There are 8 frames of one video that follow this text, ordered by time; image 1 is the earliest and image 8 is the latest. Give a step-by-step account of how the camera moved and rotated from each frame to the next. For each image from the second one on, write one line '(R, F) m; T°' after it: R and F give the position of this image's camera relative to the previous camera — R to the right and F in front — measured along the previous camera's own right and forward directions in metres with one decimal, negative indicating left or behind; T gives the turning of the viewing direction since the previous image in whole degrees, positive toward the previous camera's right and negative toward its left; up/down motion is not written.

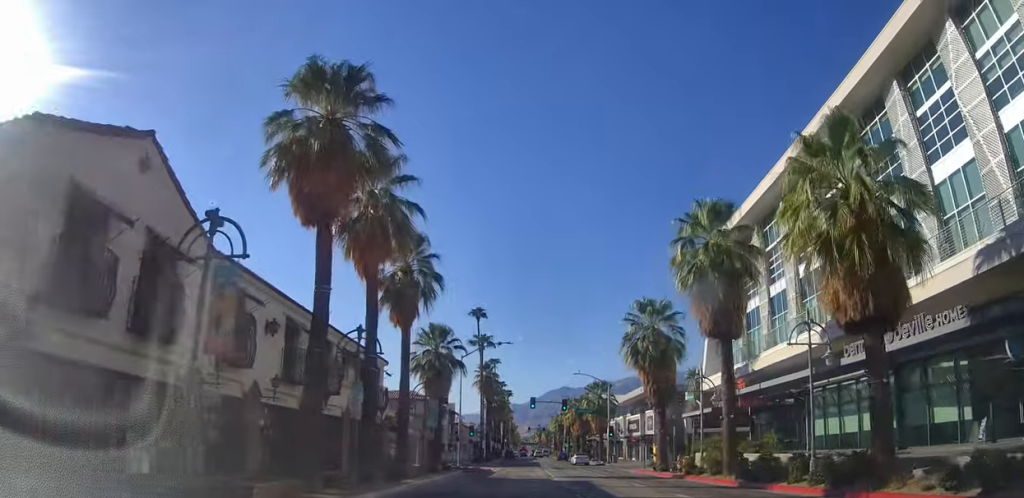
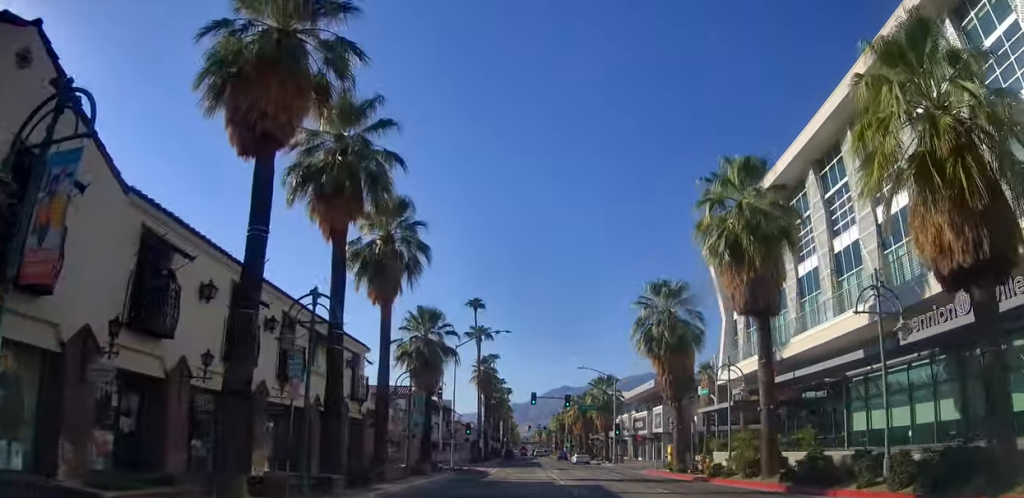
(0.0, +4.5) m; 0°
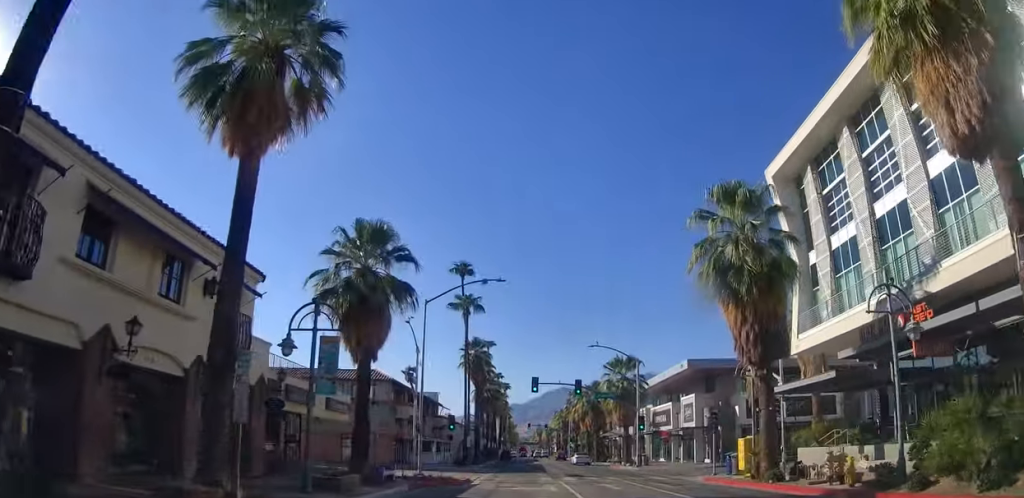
(0.0, +13.6) m; 0°
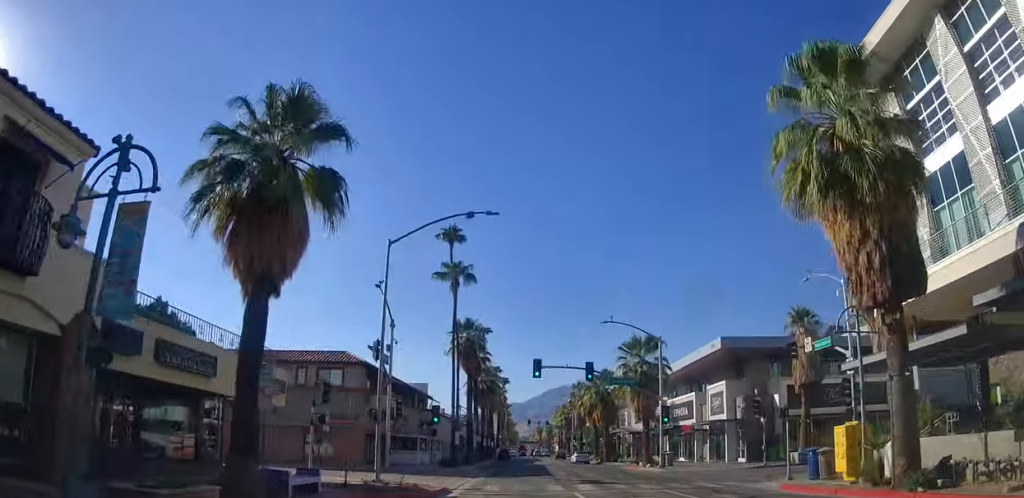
(0.0, +8.9) m; 0°
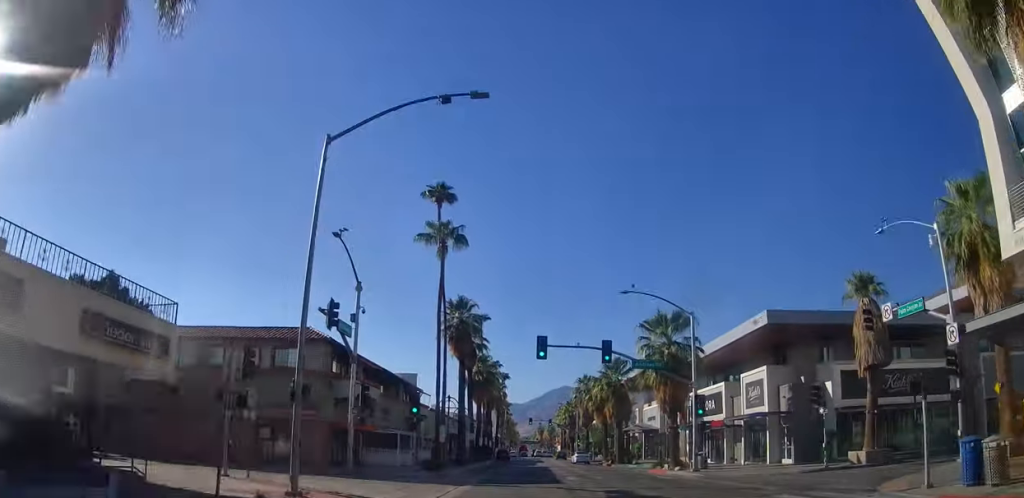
(0.0, +8.1) m; 0°
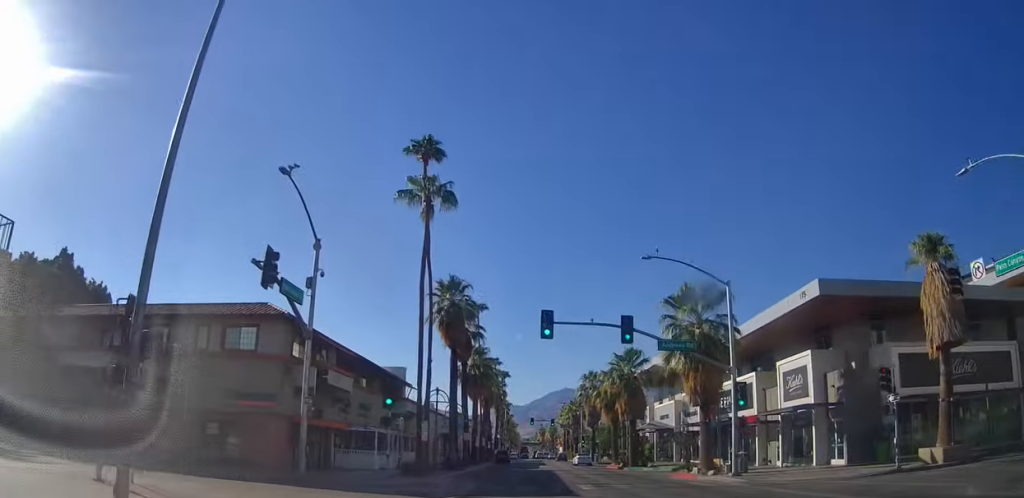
(0.0, +6.4) m; 0°
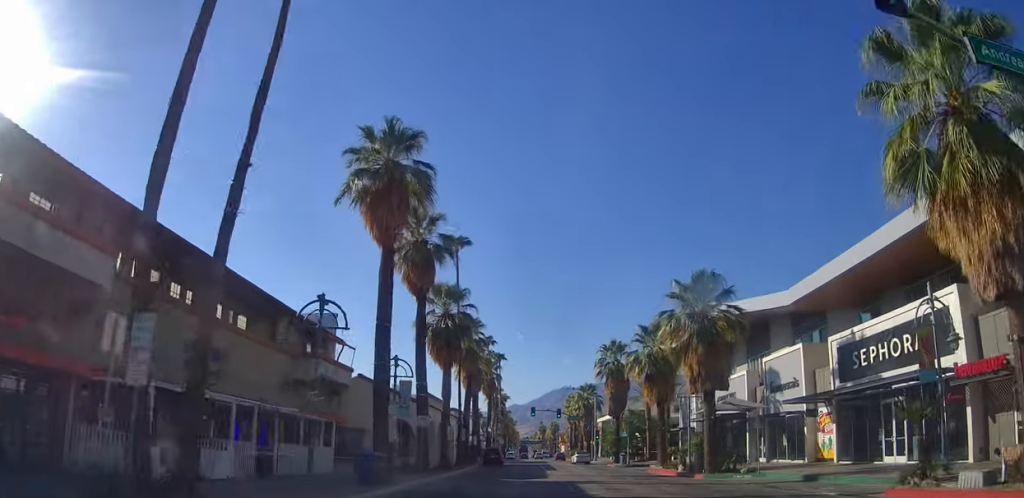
(0.0, +21.6) m; 0°
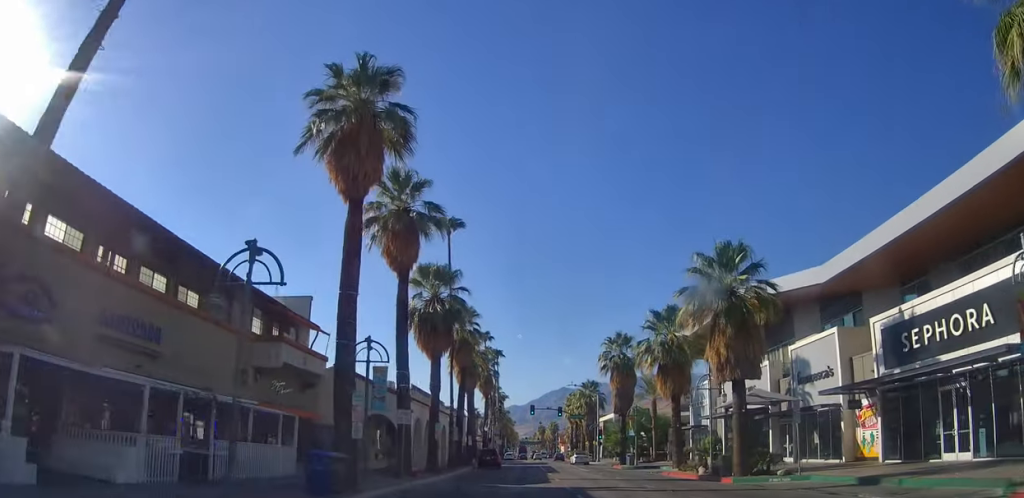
(0.0, +4.4) m; 0°
